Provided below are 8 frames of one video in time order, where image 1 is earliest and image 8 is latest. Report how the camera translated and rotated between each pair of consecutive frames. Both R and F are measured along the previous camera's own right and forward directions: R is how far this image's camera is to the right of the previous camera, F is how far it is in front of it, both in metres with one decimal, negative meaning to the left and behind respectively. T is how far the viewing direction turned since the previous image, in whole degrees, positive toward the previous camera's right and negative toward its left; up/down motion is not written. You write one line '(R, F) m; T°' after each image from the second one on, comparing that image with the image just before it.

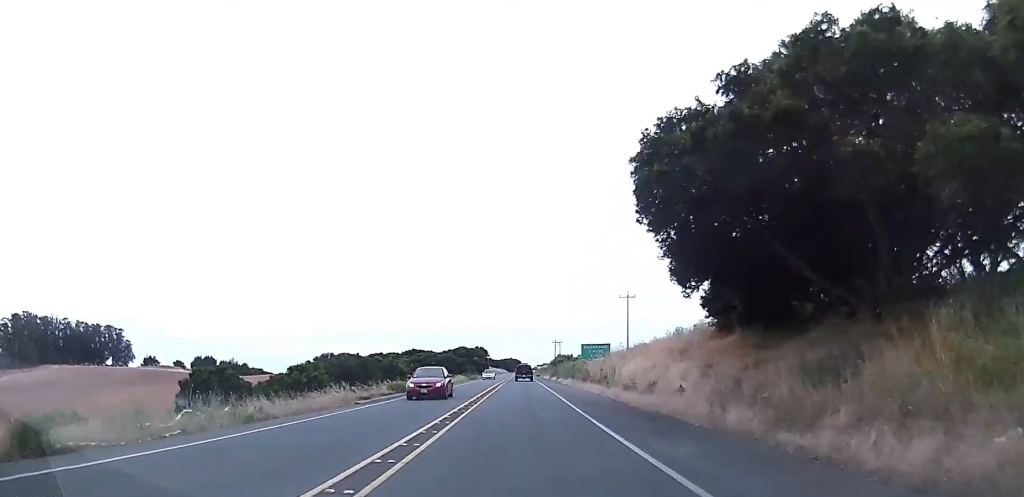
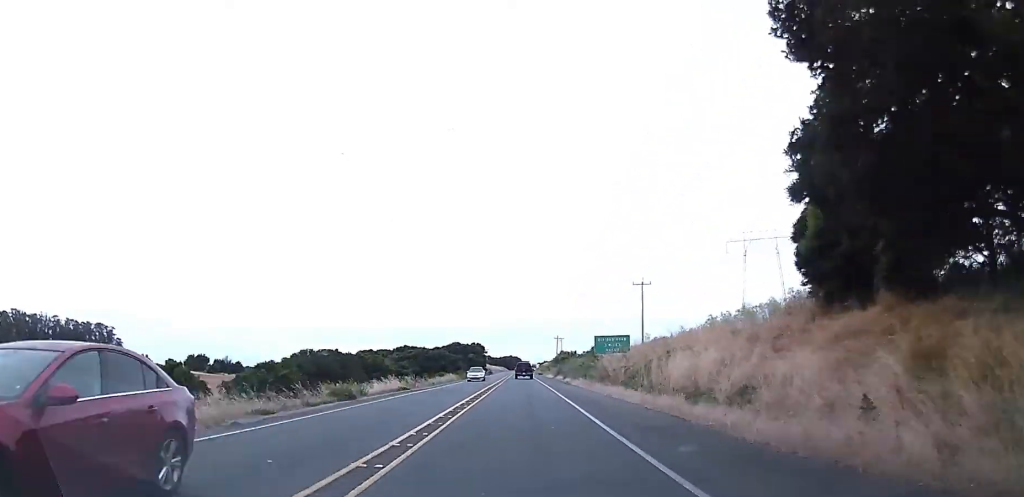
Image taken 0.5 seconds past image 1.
(+0.2, +12.6) m; +1°
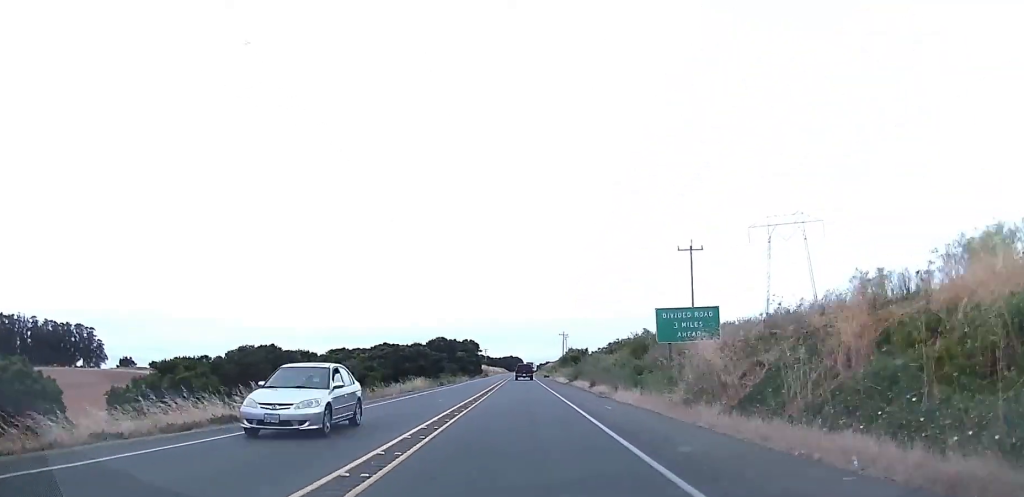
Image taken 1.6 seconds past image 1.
(+0.2, +26.0) m; +1°
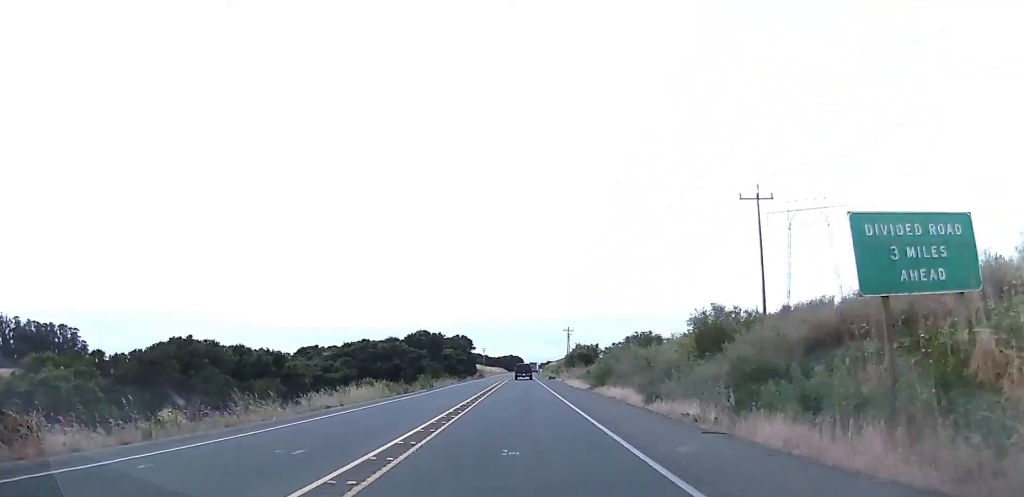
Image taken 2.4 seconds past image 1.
(+0.1, +19.0) m; 0°
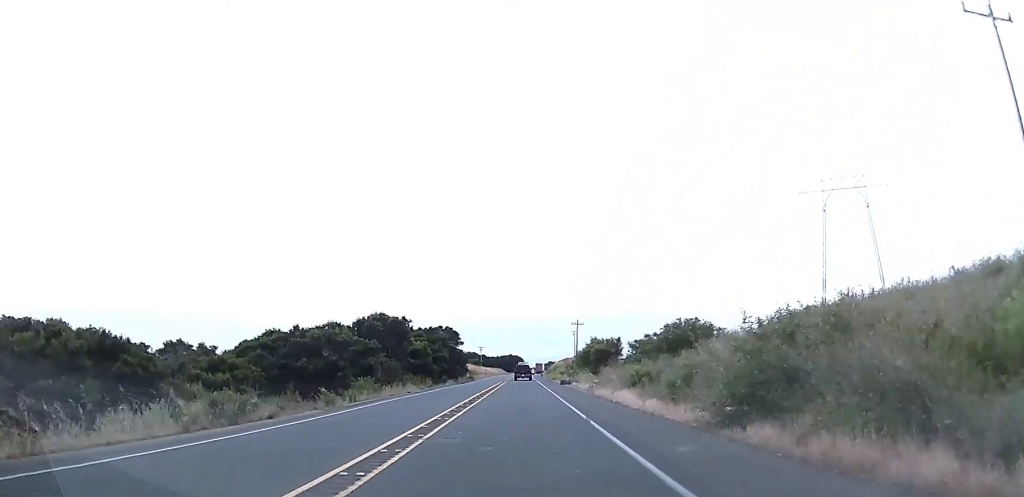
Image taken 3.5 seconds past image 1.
(+0.1, +26.1) m; -1°
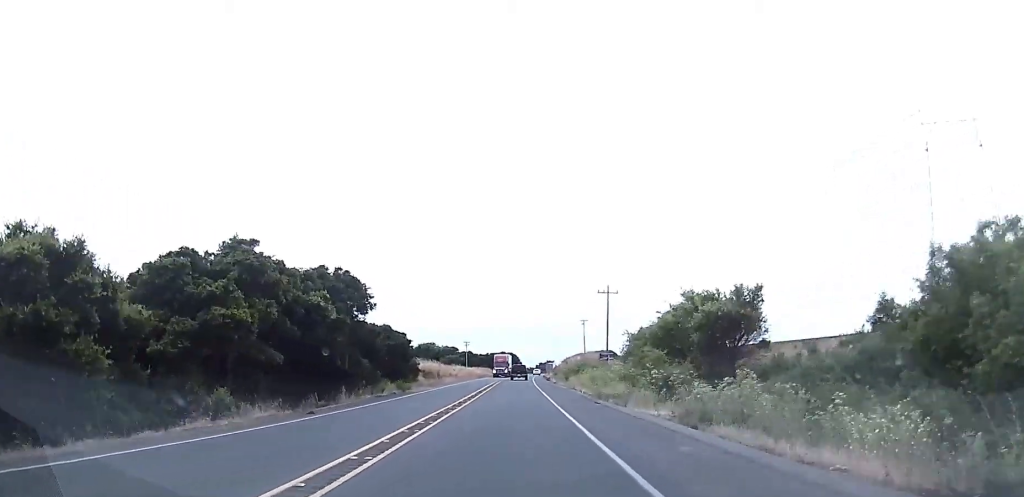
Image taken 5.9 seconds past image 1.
(-0.3, +55.8) m; +1°
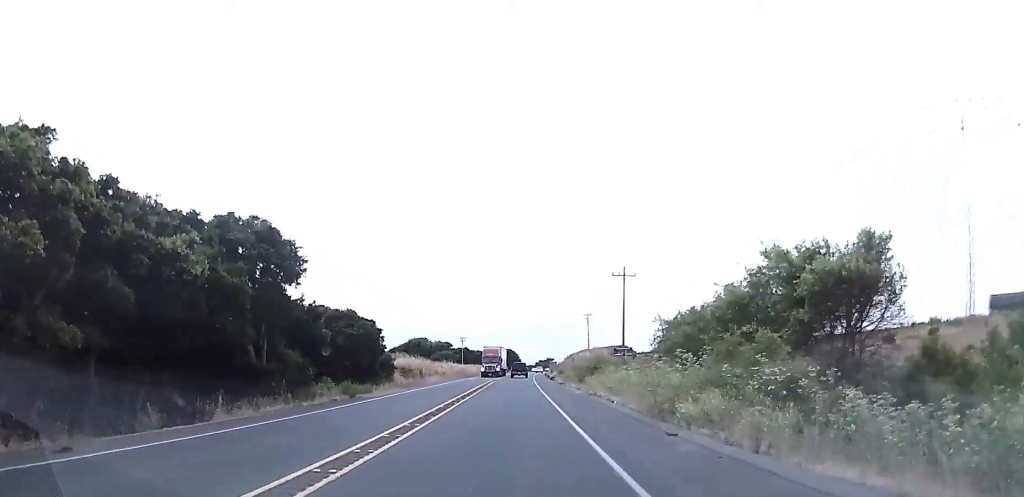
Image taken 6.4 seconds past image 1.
(0.0, +13.6) m; 0°
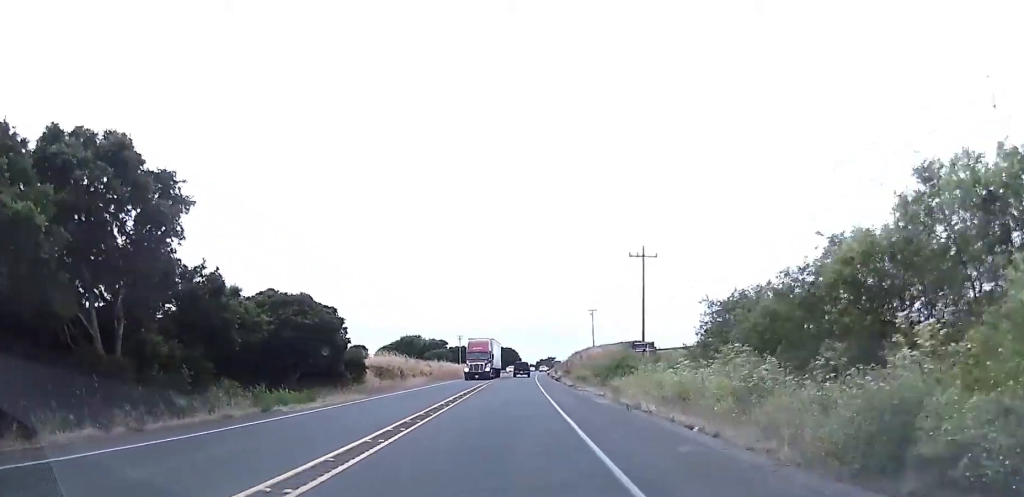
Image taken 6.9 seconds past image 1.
(0.0, +11.2) m; 0°
